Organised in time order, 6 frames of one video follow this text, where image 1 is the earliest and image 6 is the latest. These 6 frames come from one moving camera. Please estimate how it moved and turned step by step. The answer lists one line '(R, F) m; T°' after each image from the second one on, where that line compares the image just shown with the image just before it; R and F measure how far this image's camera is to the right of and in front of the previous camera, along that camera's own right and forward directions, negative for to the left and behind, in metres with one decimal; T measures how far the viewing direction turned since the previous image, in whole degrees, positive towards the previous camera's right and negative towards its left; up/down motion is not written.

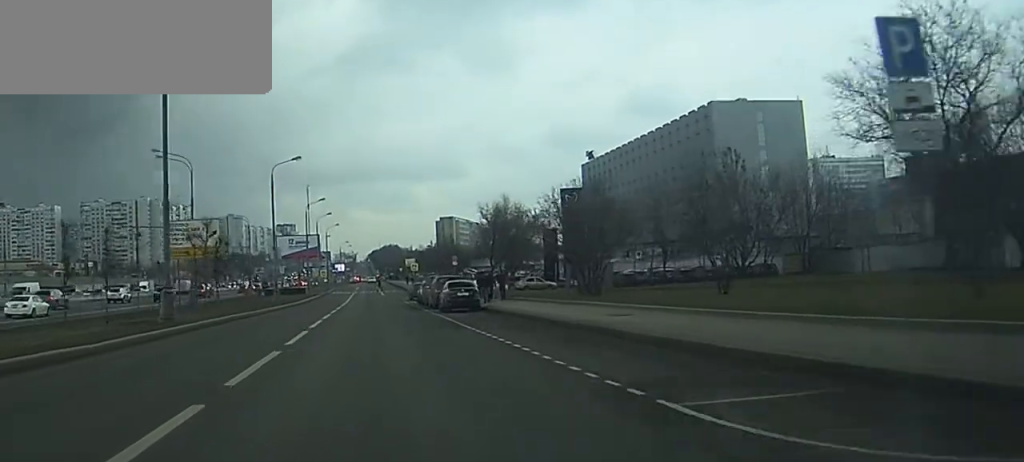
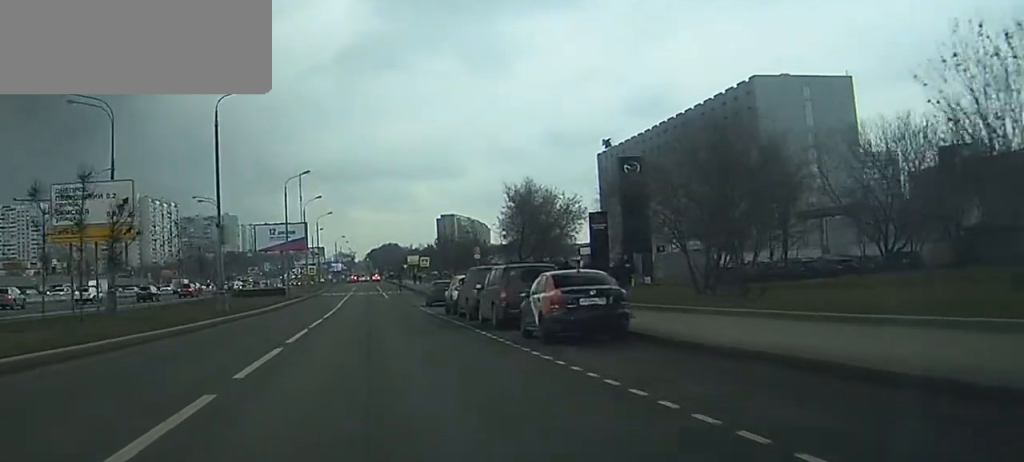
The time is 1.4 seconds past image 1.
(-0.1, +23.4) m; 0°
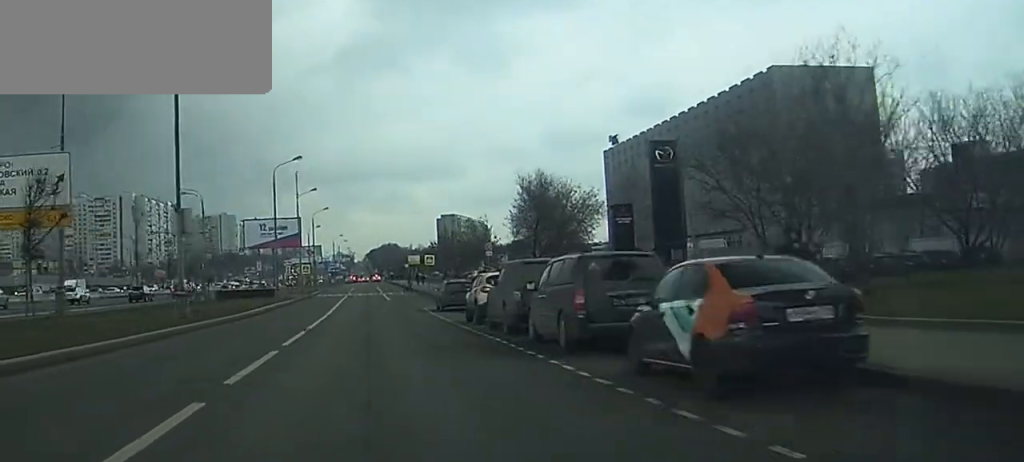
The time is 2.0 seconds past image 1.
(0.0, +8.7) m; -2°
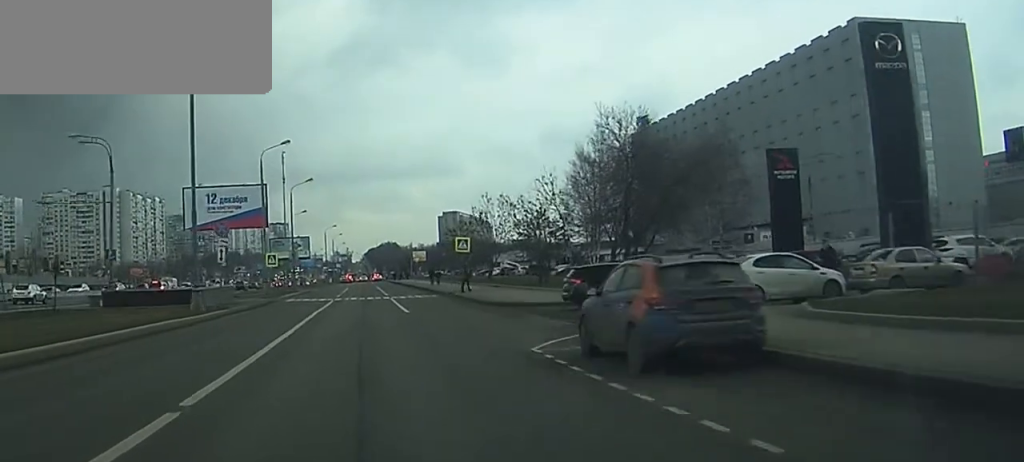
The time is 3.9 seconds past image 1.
(-2.1, +30.9) m; +4°
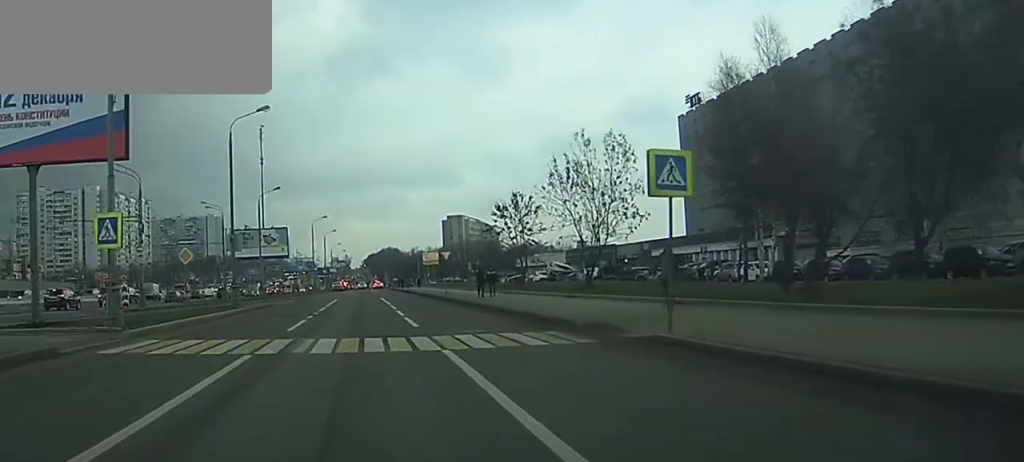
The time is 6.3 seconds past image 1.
(+2.3, +38.9) m; -2°
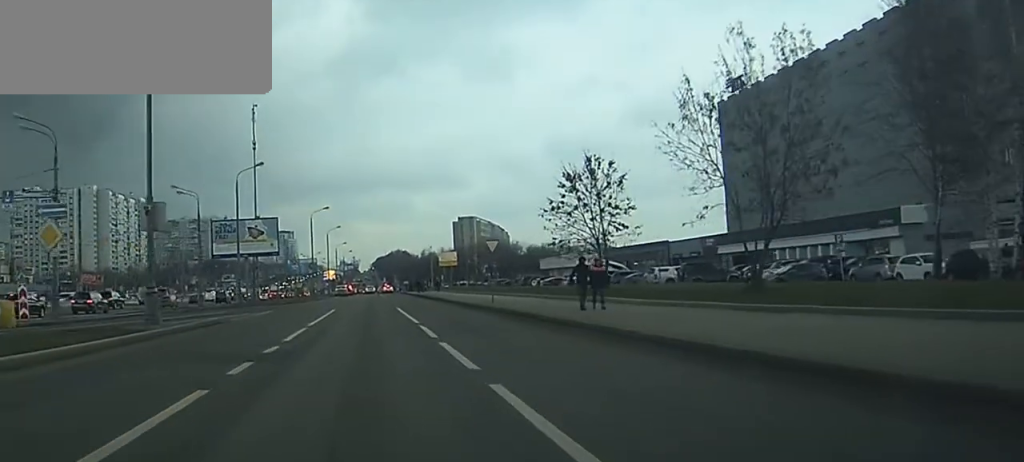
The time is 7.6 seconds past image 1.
(-0.1, +20.1) m; -1°
